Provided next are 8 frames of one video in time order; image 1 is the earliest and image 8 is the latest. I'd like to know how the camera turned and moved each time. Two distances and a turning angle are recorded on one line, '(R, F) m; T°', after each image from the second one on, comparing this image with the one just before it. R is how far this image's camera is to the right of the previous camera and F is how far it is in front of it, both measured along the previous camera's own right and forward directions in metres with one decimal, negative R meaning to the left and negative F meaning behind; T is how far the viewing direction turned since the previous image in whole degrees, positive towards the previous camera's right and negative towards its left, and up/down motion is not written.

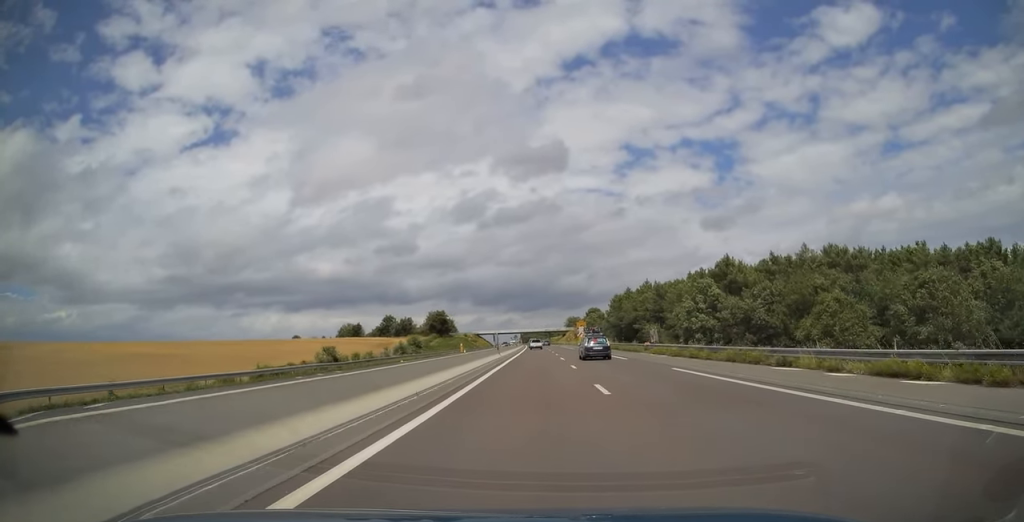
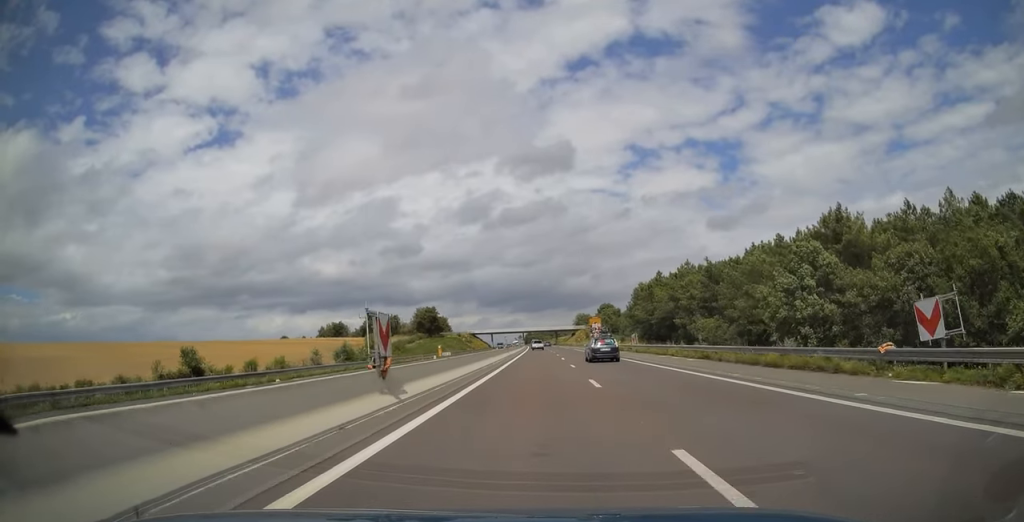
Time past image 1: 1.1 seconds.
(0.0, +35.7) m; 0°
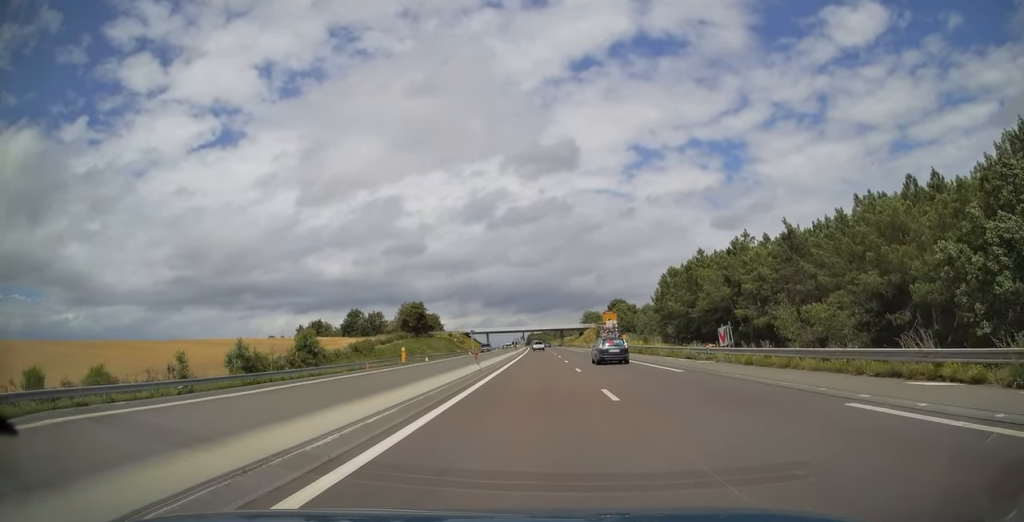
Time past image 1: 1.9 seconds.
(-0.2, +29.1) m; 0°
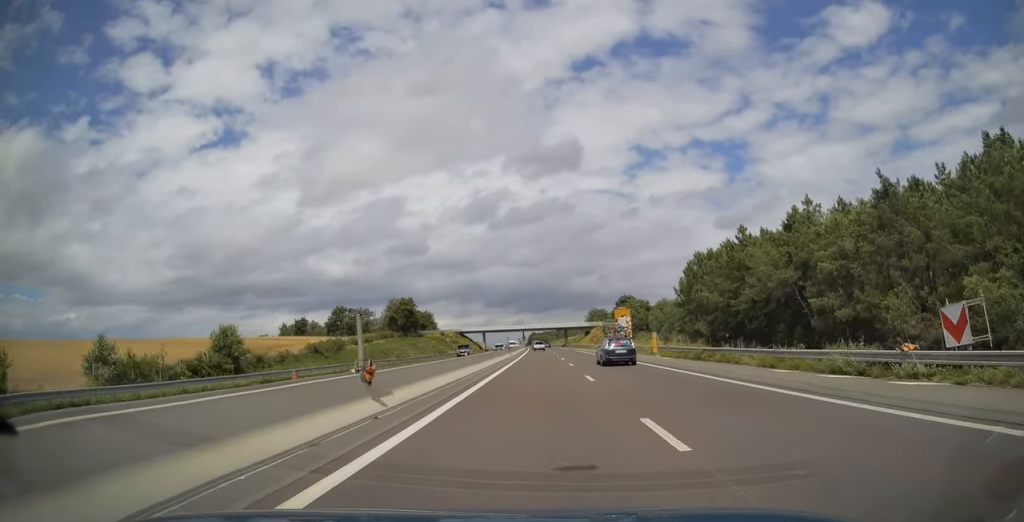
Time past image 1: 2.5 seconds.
(0.0, +18.5) m; 0°
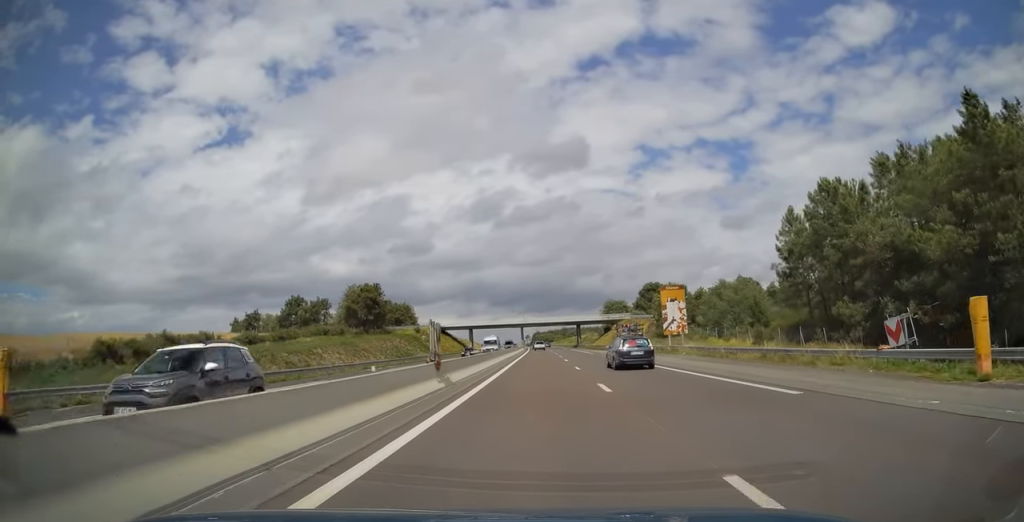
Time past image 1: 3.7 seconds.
(-0.2, +42.3) m; -1°
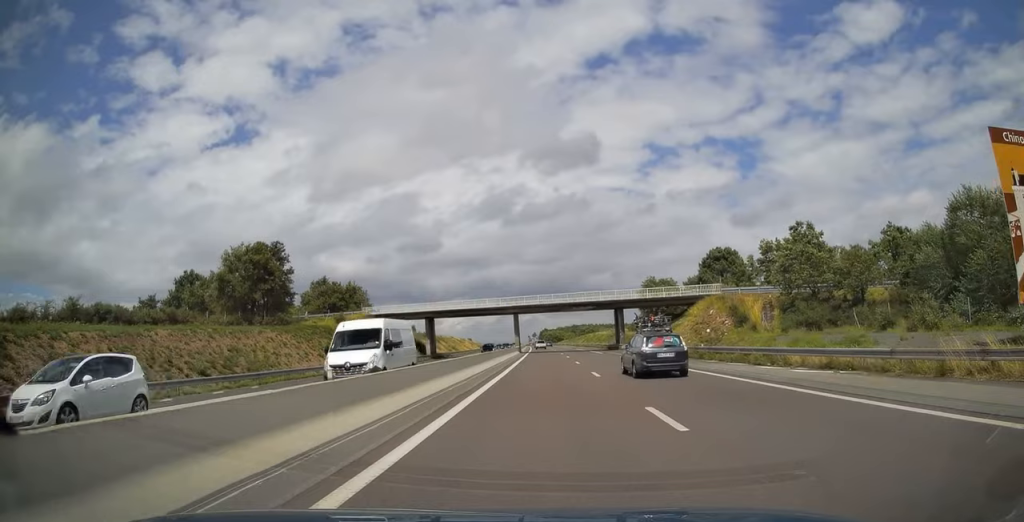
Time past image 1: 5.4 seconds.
(-0.4, +58.5) m; 0°
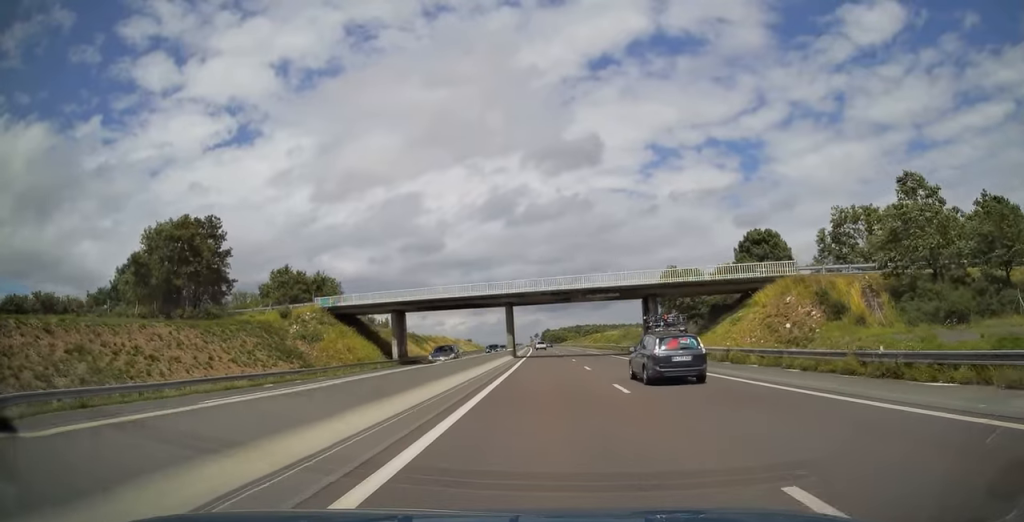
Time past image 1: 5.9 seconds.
(0.0, +19.1) m; 0°
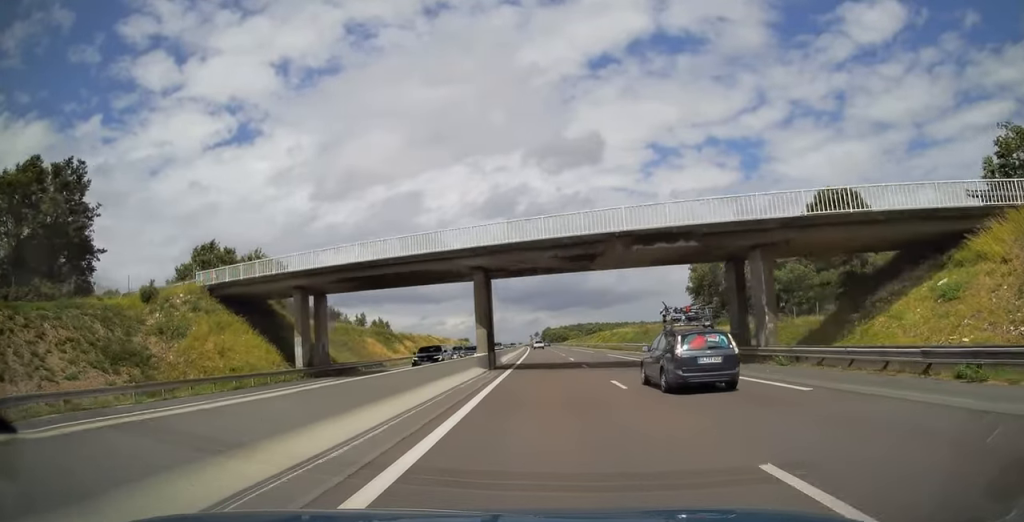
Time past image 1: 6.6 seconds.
(+0.1, +24.6) m; 0°
